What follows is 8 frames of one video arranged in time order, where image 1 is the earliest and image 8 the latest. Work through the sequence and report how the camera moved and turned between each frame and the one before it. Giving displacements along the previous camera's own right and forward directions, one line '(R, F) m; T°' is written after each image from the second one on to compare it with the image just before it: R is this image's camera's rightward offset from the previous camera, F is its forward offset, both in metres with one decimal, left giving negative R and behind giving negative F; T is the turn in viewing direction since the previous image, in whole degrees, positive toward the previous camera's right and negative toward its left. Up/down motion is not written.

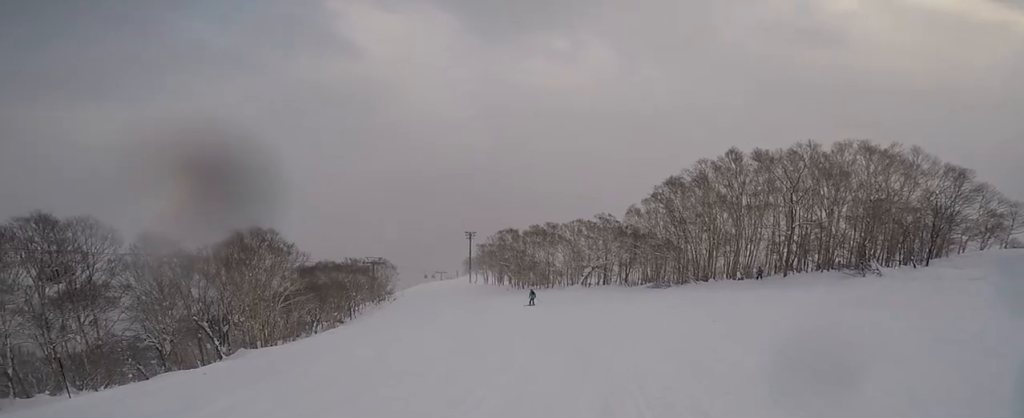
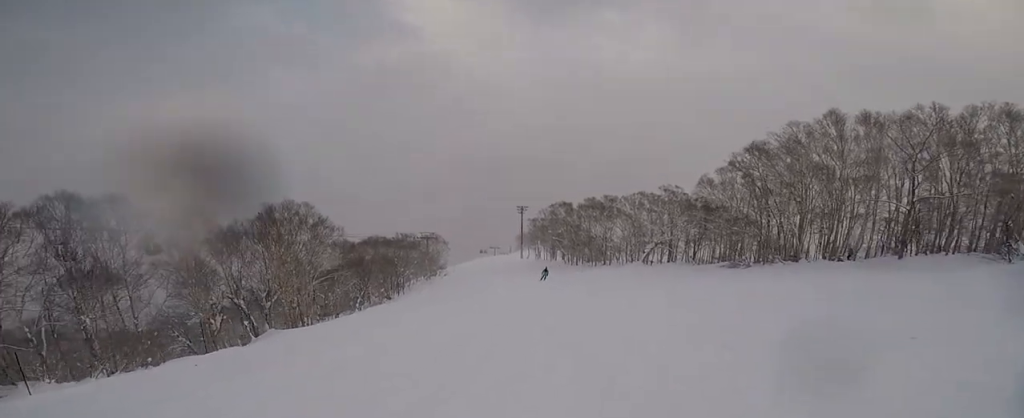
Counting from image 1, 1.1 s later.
(-0.3, +5.1) m; -4°
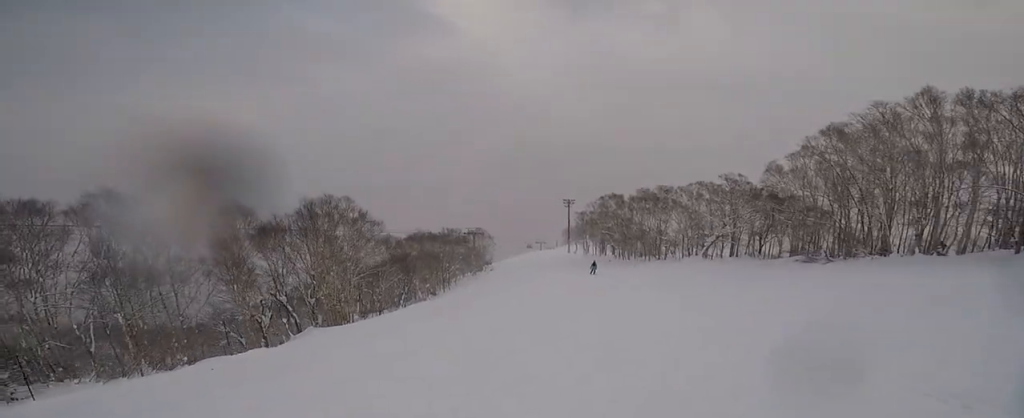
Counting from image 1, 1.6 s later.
(-0.5, +2.5) m; +1°
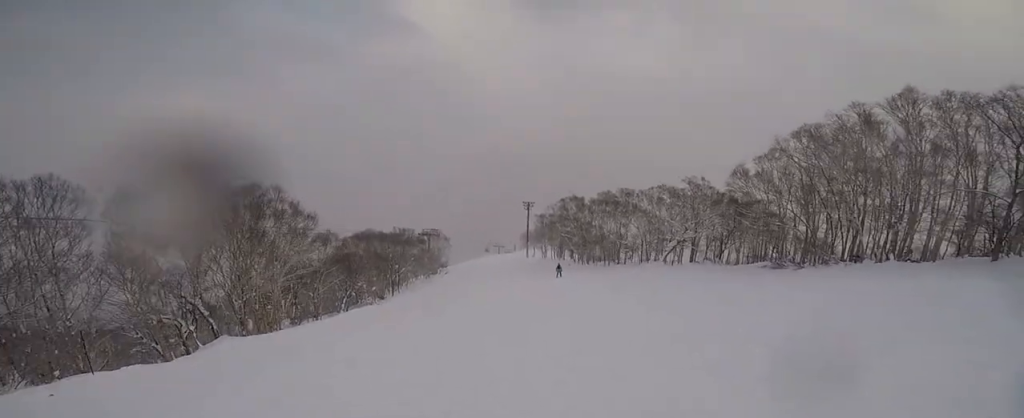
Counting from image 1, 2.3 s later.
(+0.8, +3.5) m; +6°
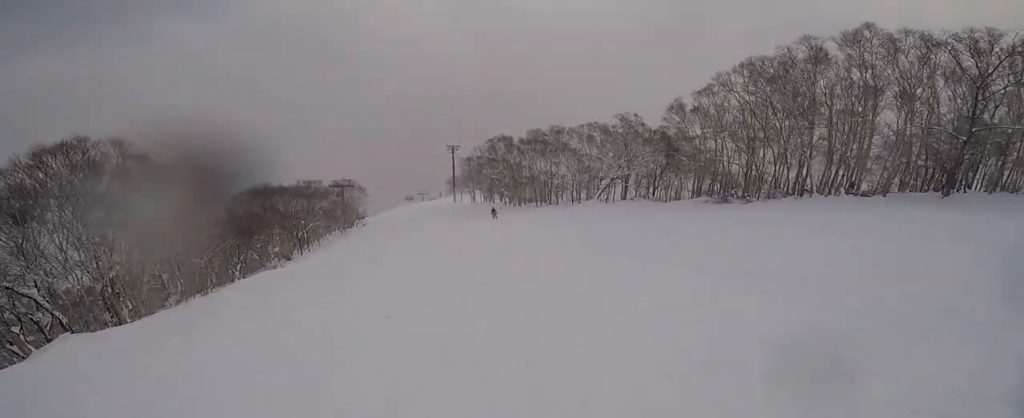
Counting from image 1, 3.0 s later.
(+0.1, +4.2) m; +2°
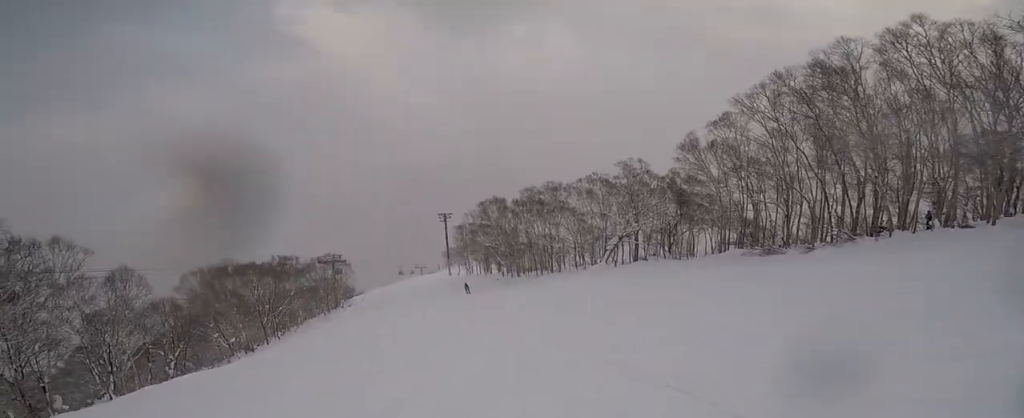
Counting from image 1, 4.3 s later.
(-0.1, +8.1) m; 0°
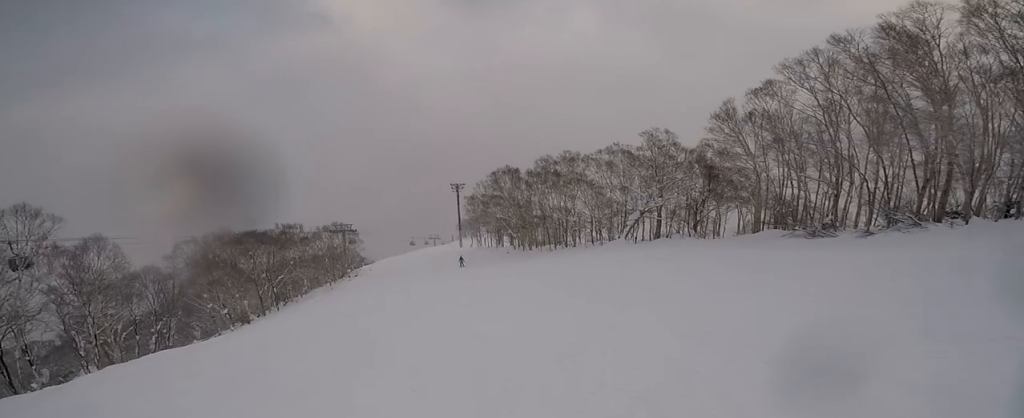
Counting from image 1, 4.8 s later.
(0.0, +3.3) m; -3°
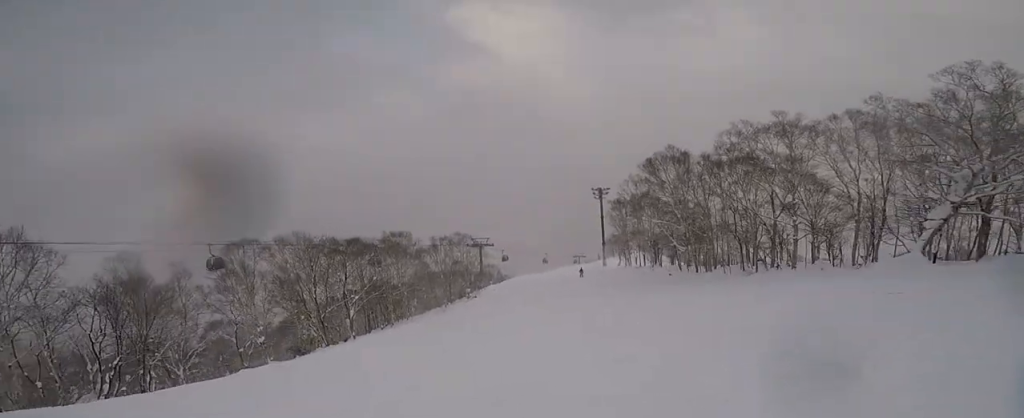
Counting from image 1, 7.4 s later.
(-5.0, +16.9) m; -25°
